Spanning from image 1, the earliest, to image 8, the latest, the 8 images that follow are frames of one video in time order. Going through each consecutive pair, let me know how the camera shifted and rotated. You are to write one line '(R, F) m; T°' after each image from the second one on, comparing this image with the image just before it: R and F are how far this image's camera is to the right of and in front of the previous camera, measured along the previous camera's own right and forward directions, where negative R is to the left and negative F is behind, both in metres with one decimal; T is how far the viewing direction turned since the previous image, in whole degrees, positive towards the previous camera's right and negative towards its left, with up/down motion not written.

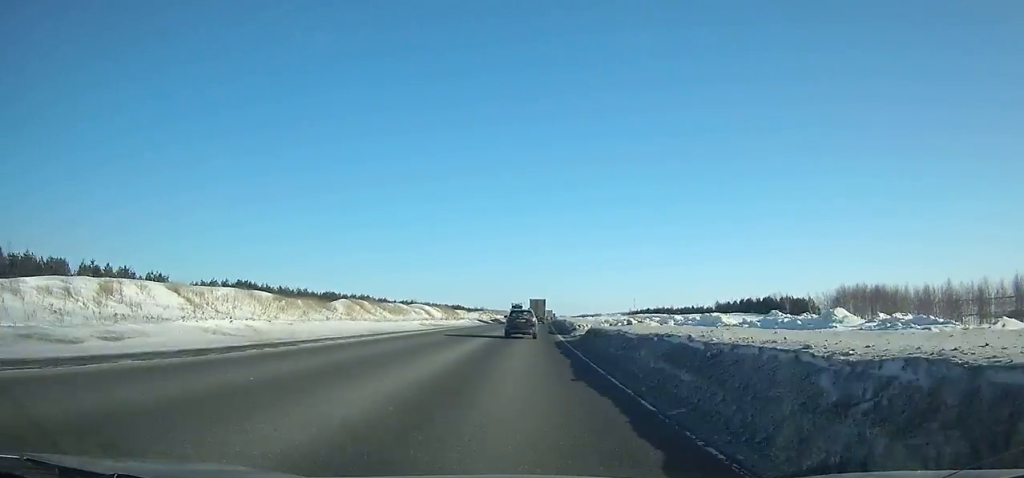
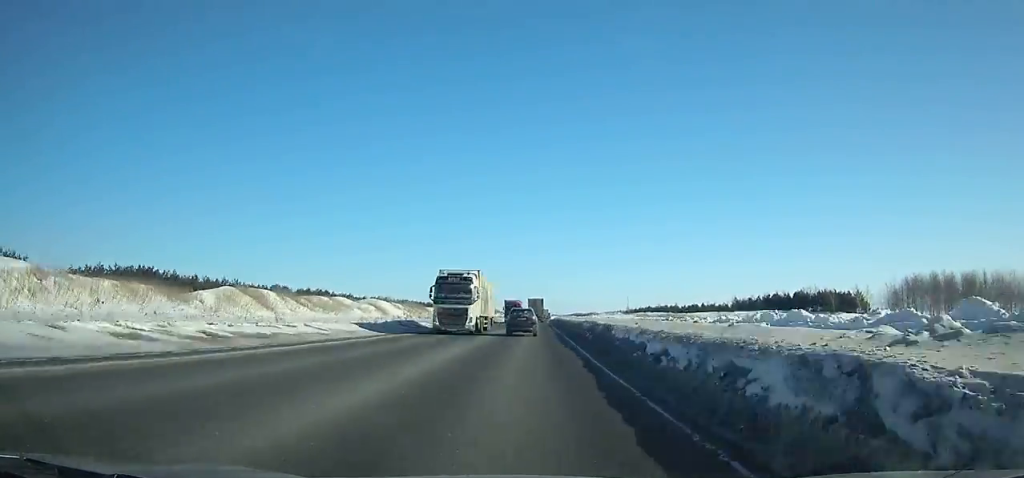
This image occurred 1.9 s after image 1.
(+0.3, +39.7) m; +1°
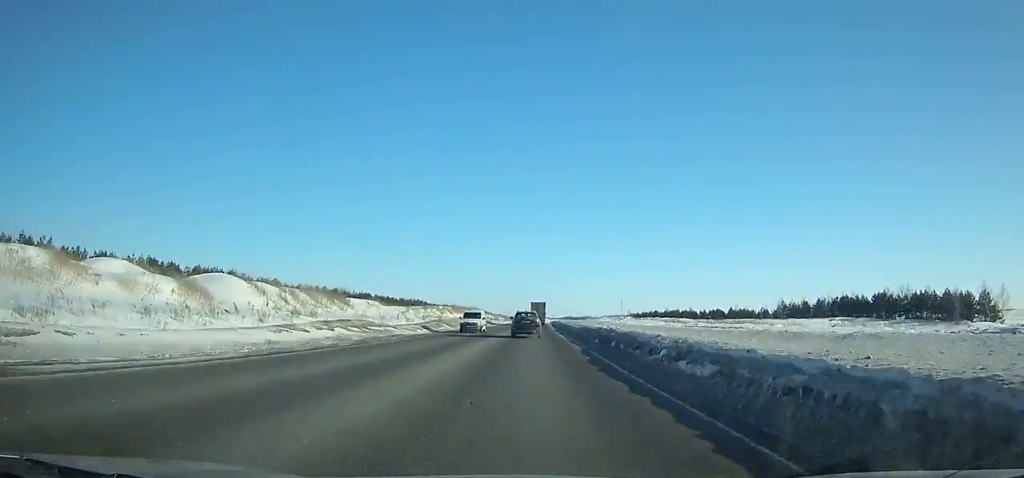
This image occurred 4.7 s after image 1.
(+0.3, +59.1) m; +1°
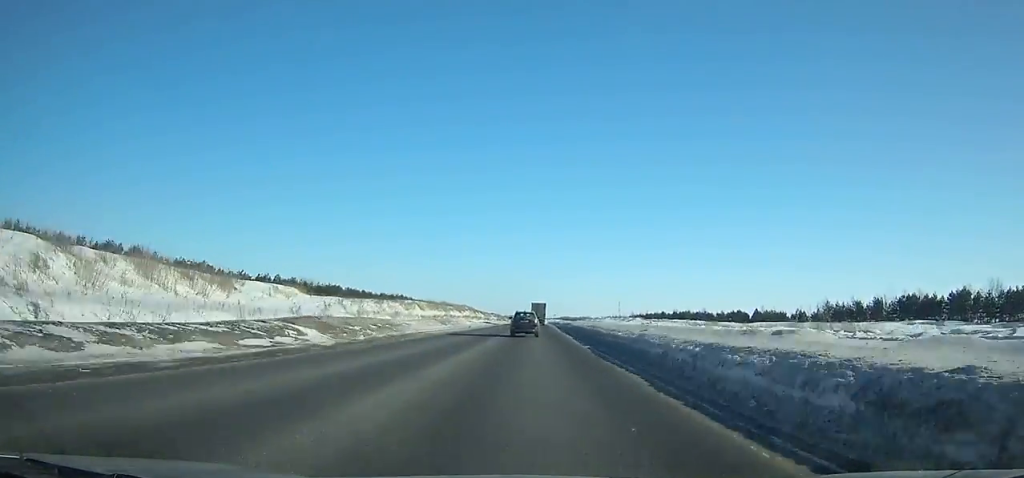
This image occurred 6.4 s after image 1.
(+0.1, +36.2) m; +1°
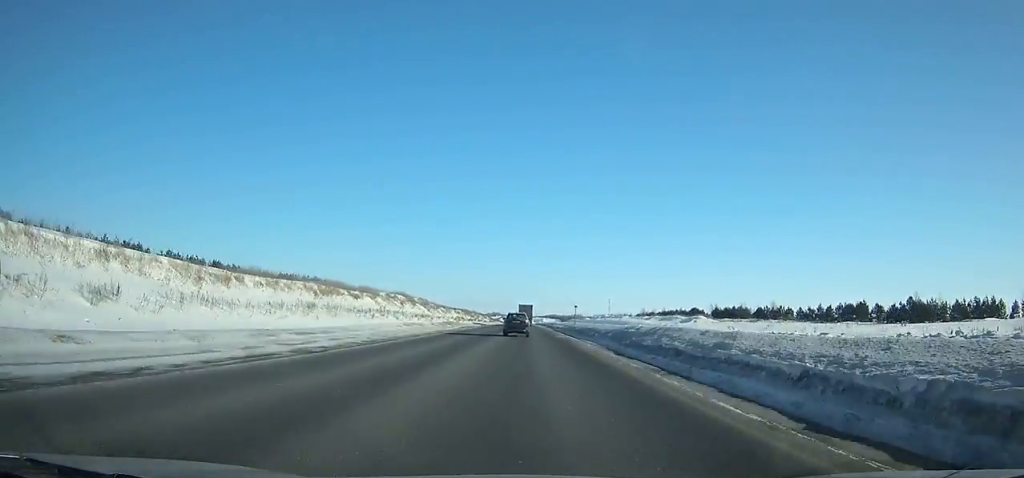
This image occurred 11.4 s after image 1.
(+1.5, +108.5) m; +1°
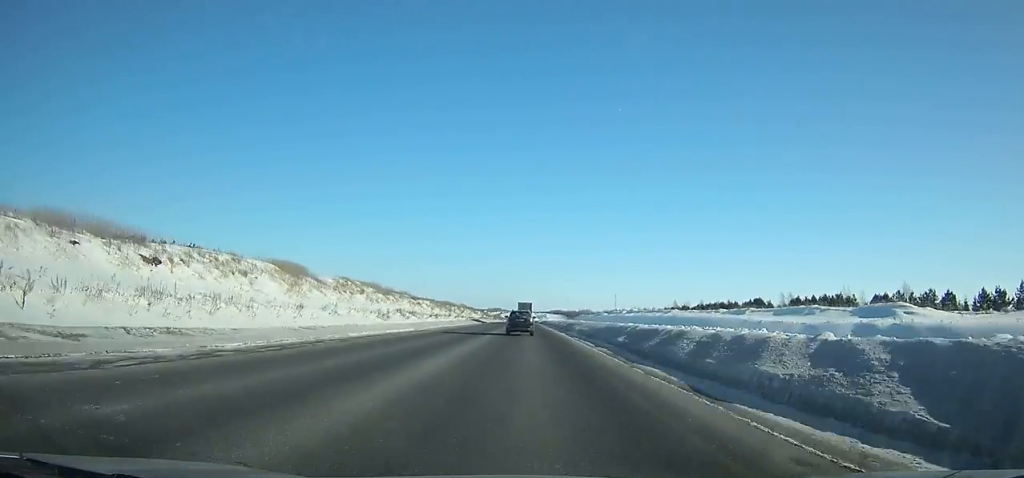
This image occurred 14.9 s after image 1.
(+0.2, +81.0) m; 0°
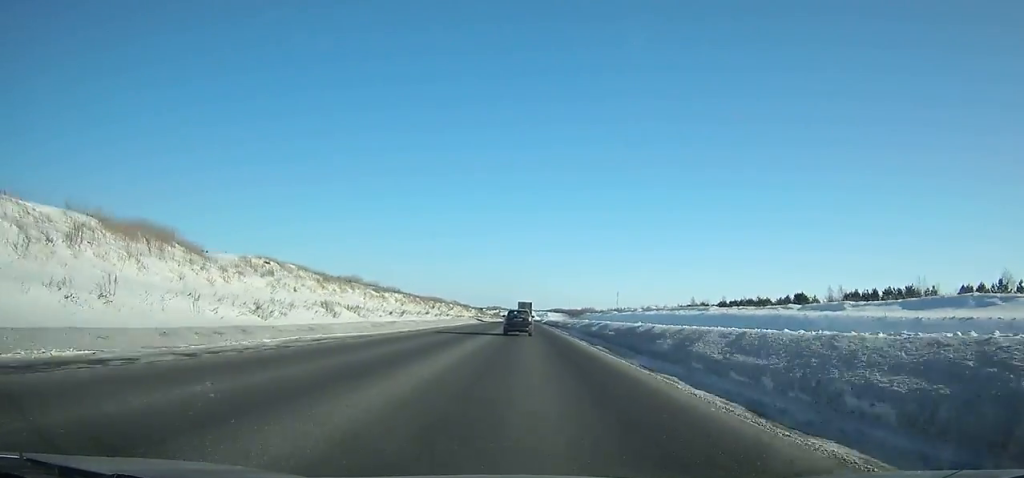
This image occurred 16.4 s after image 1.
(0.0, +36.0) m; 0°
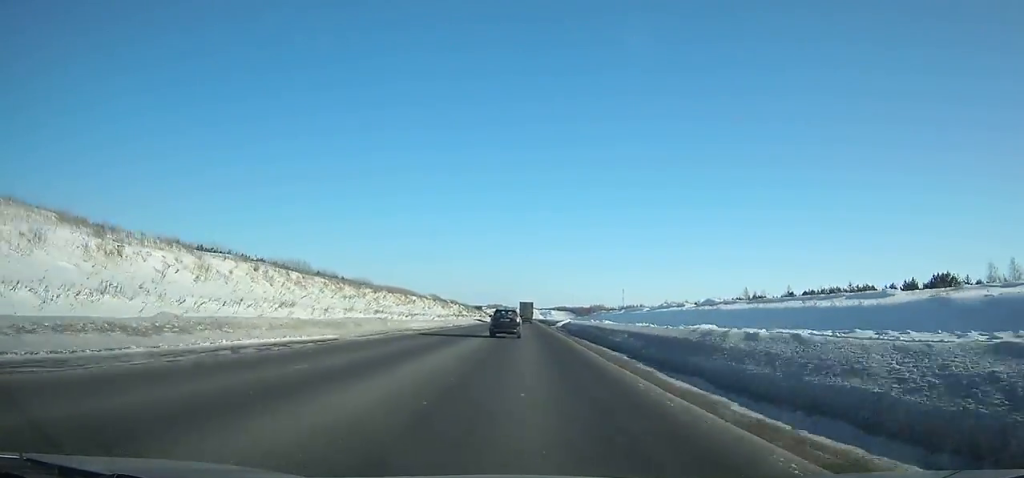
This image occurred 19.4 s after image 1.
(-0.1, +72.0) m; 0°
